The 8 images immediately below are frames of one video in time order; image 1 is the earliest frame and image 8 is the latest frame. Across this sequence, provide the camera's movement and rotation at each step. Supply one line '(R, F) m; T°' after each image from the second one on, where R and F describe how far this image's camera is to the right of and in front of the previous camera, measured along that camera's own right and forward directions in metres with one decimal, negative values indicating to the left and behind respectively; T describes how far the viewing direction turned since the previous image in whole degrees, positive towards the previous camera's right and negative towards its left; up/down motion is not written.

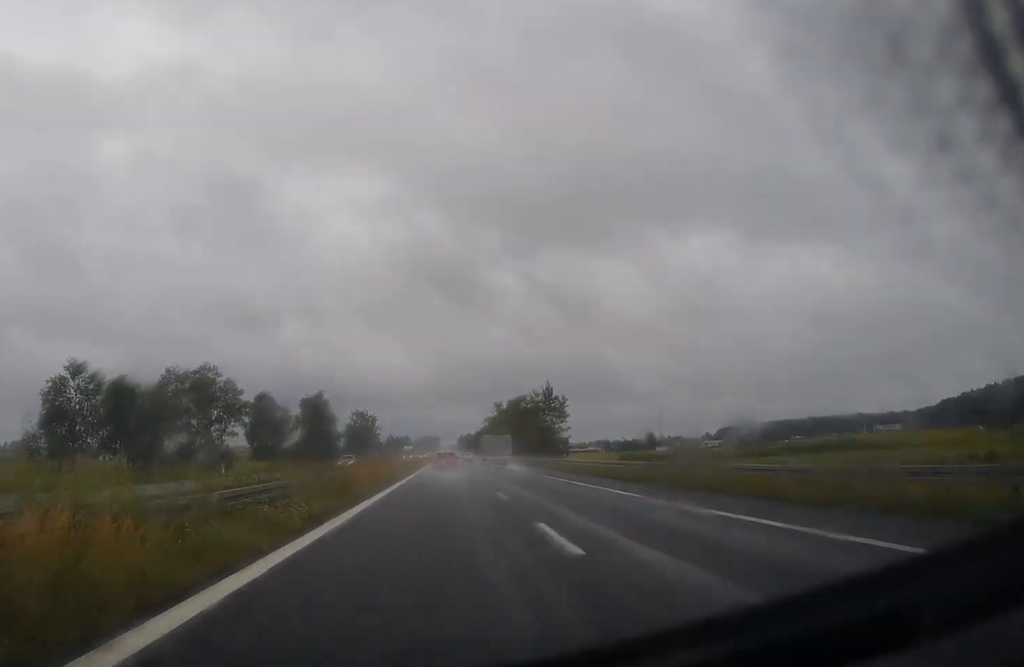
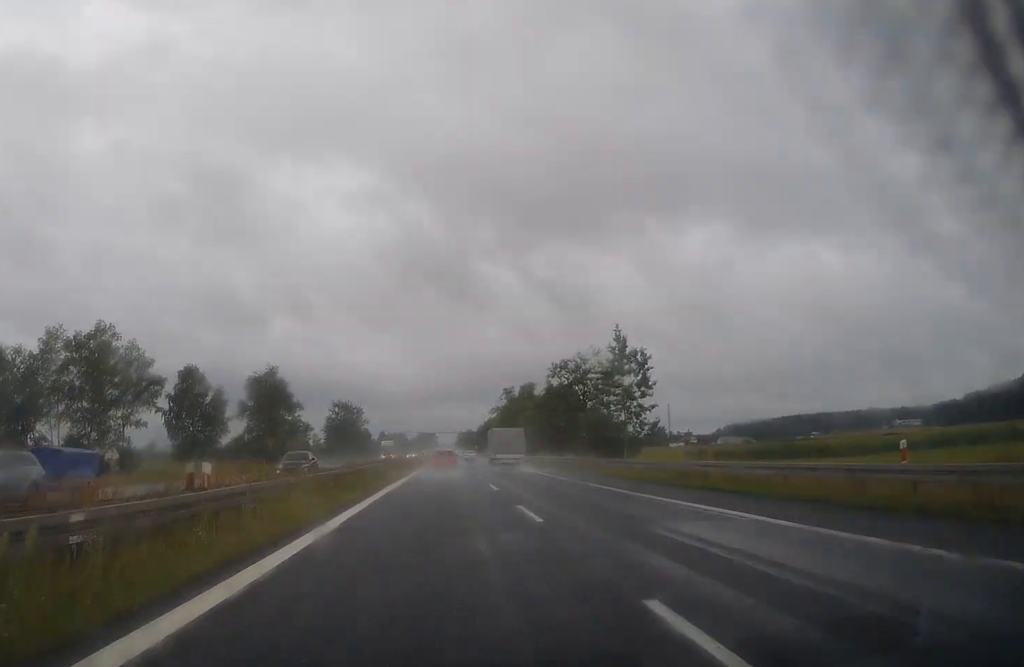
(+0.4, +41.4) m; +1°
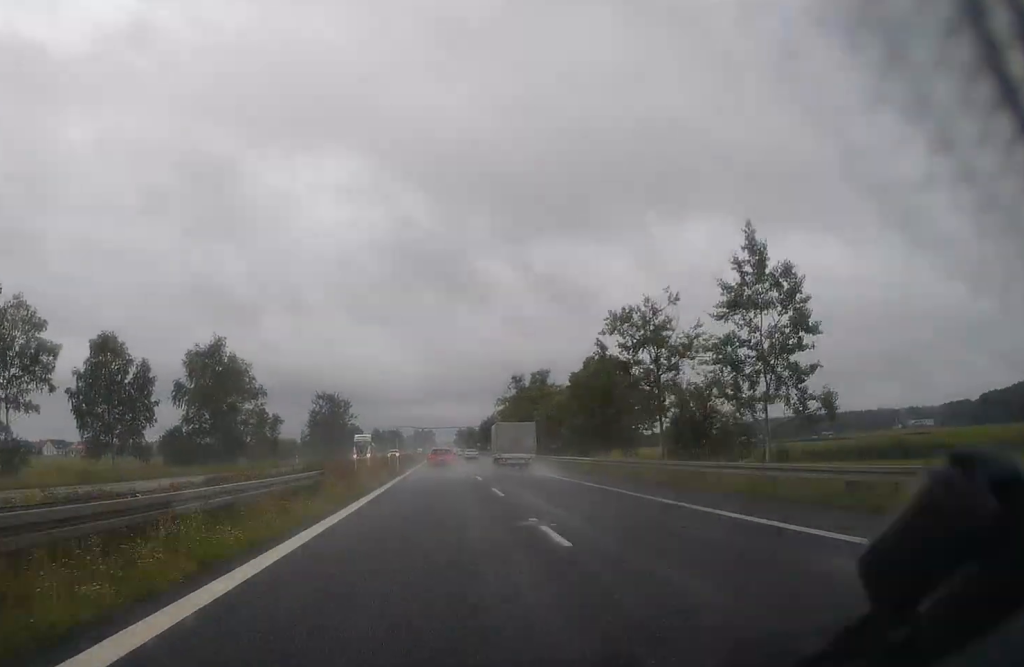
(0.0, +27.4) m; 0°
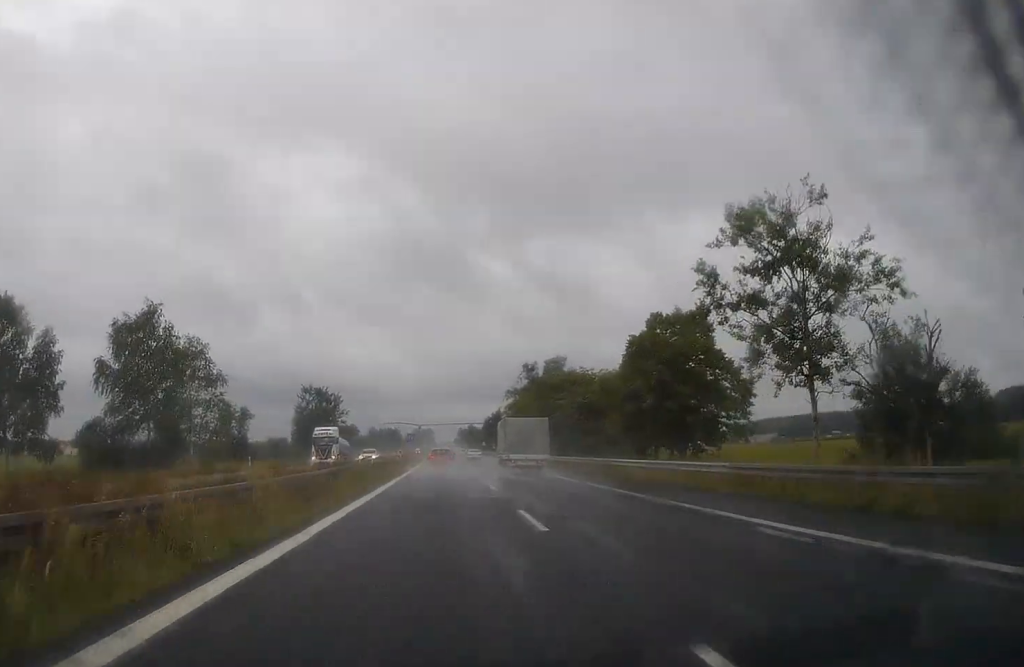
(+0.2, +21.4) m; 0°
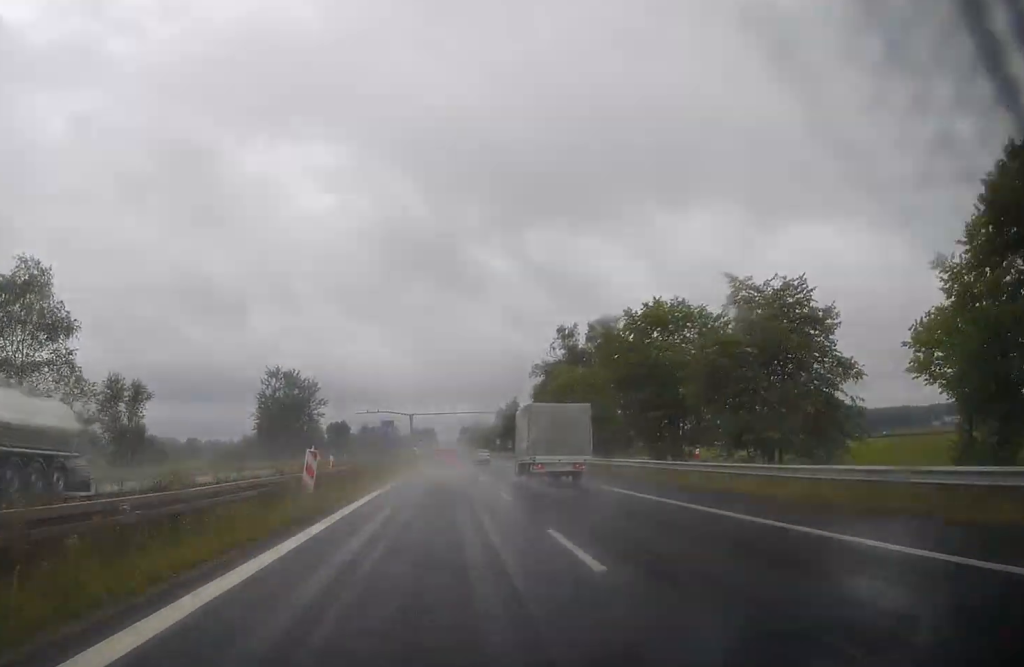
(-0.3, +40.1) m; -1°
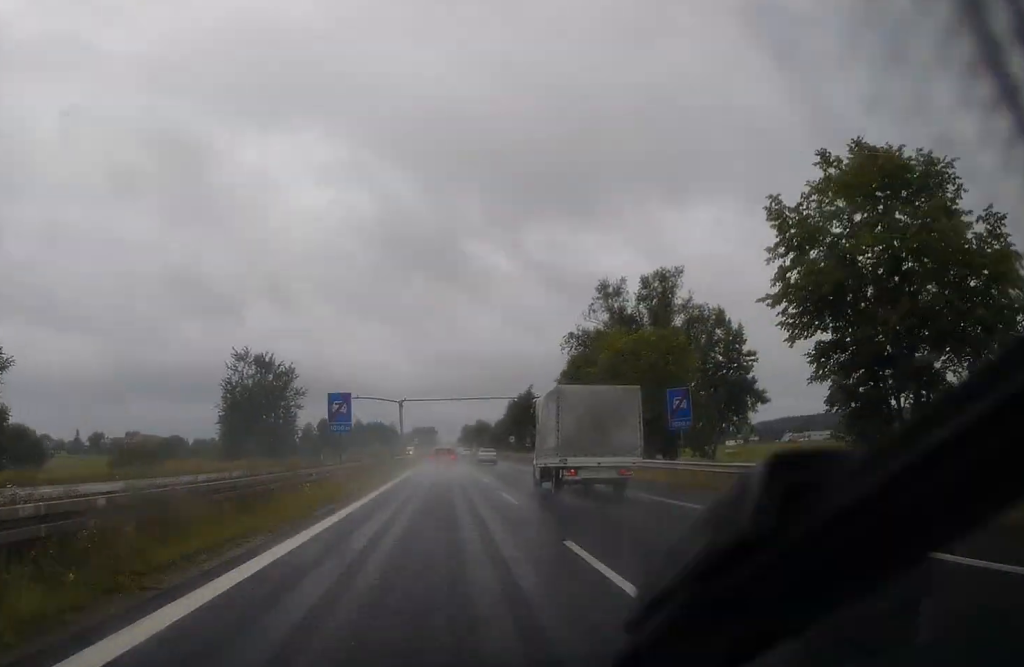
(-0.1, +25.3) m; 0°
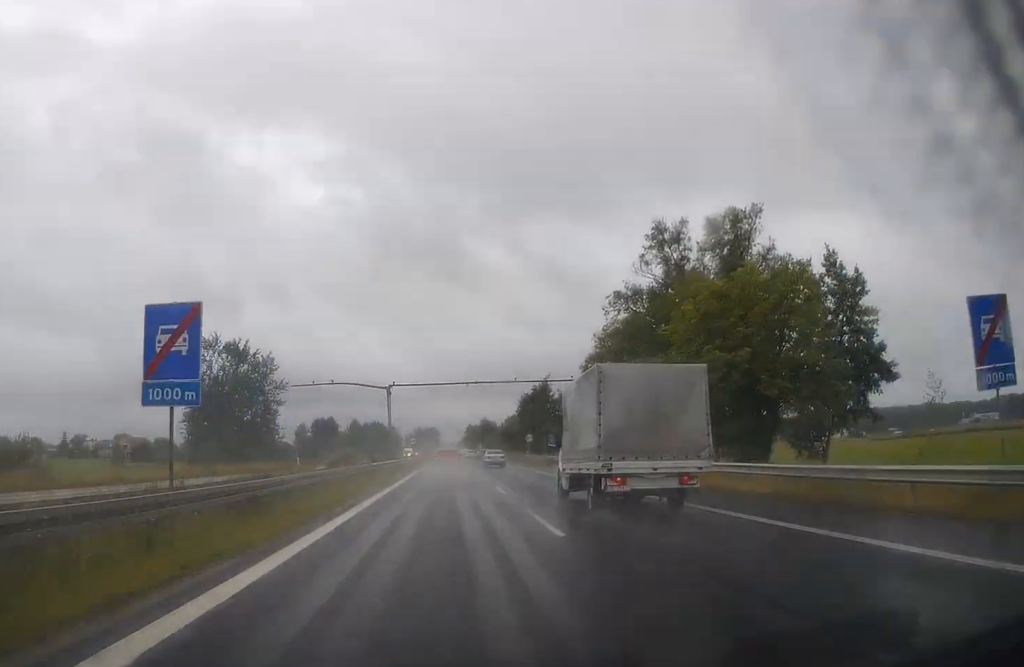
(0.0, +18.6) m; 0°
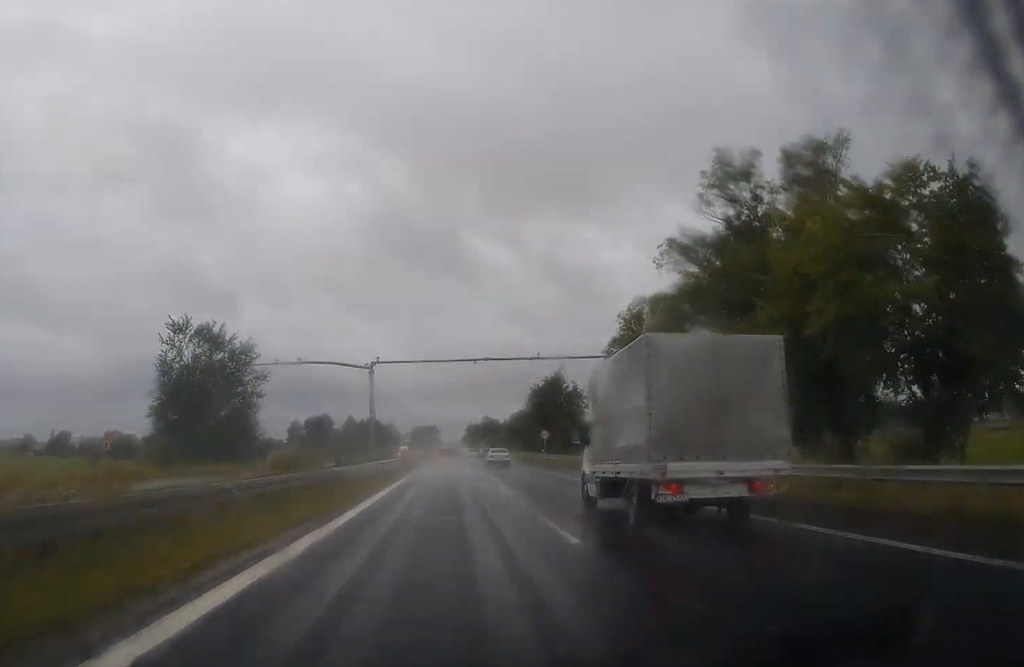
(-0.1, +13.0) m; 0°
